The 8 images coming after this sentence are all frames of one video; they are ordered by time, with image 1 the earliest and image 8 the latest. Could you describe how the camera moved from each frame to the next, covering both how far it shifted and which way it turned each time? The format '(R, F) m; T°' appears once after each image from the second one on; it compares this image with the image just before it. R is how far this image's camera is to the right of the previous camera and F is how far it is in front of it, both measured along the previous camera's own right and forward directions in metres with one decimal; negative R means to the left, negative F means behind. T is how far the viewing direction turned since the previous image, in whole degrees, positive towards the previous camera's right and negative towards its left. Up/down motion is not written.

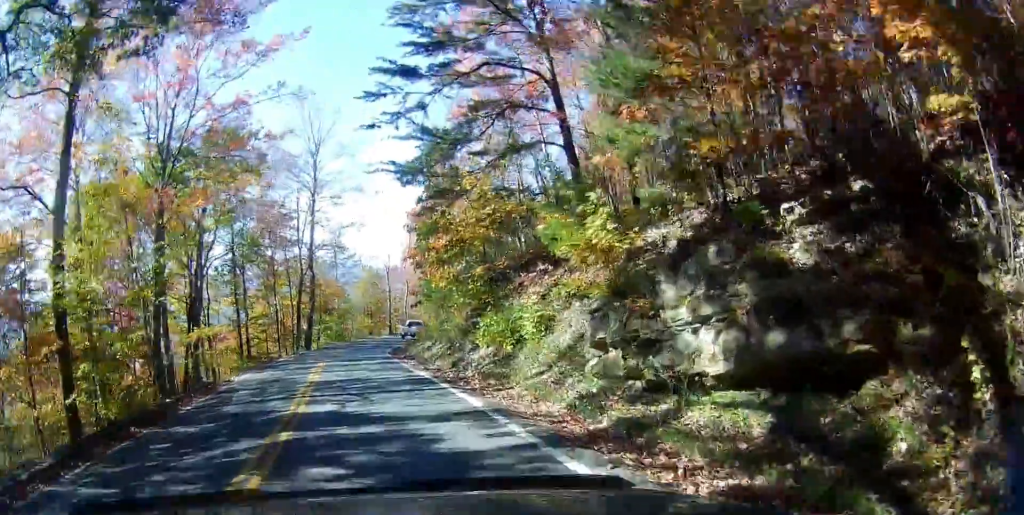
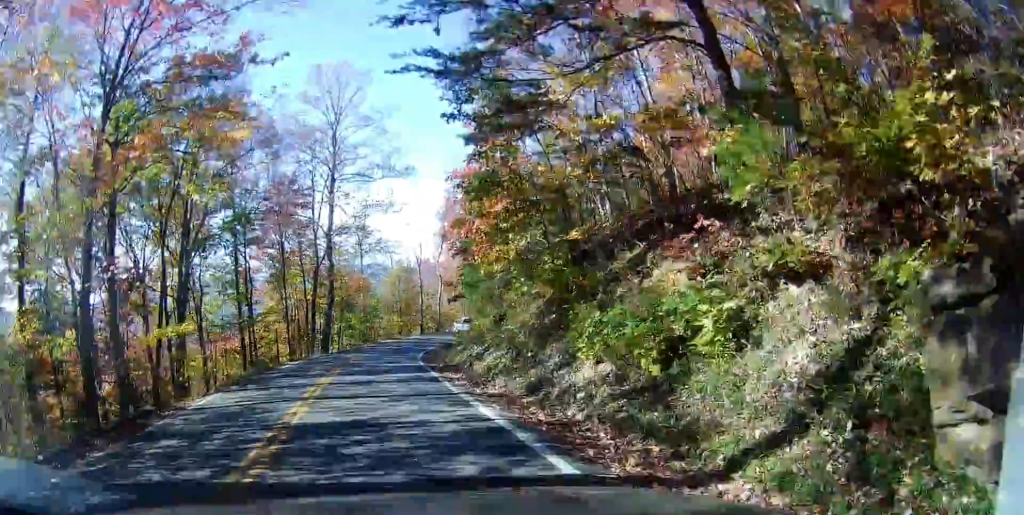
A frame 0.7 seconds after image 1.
(-0.2, +8.3) m; -2°
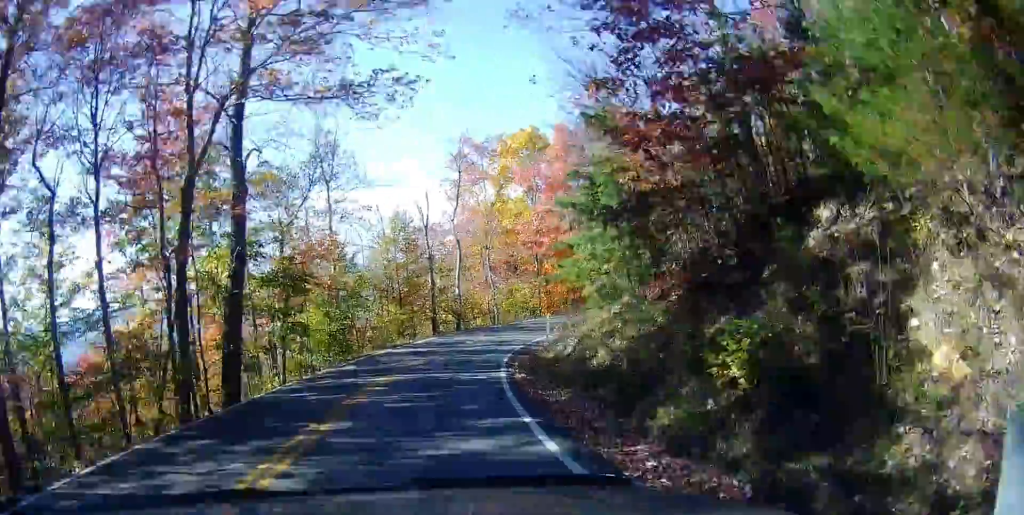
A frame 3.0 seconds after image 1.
(+1.4, +27.3) m; +9°
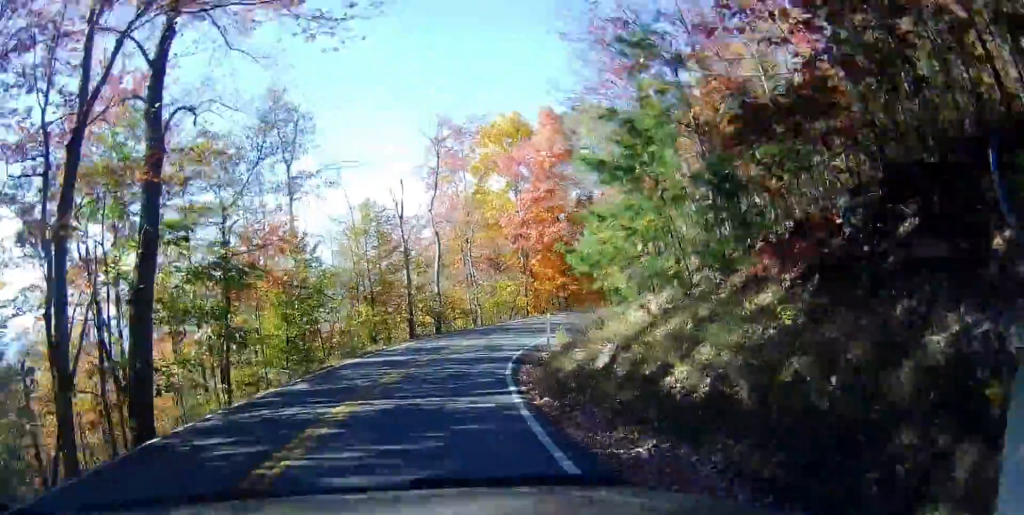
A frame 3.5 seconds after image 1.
(+0.1, +5.1) m; +2°
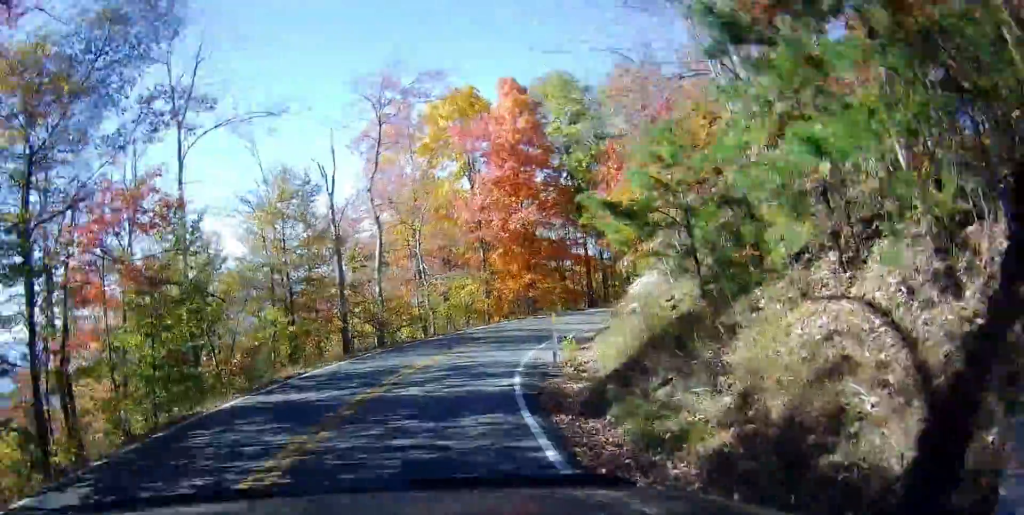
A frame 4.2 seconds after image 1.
(0.0, +9.4) m; +2°
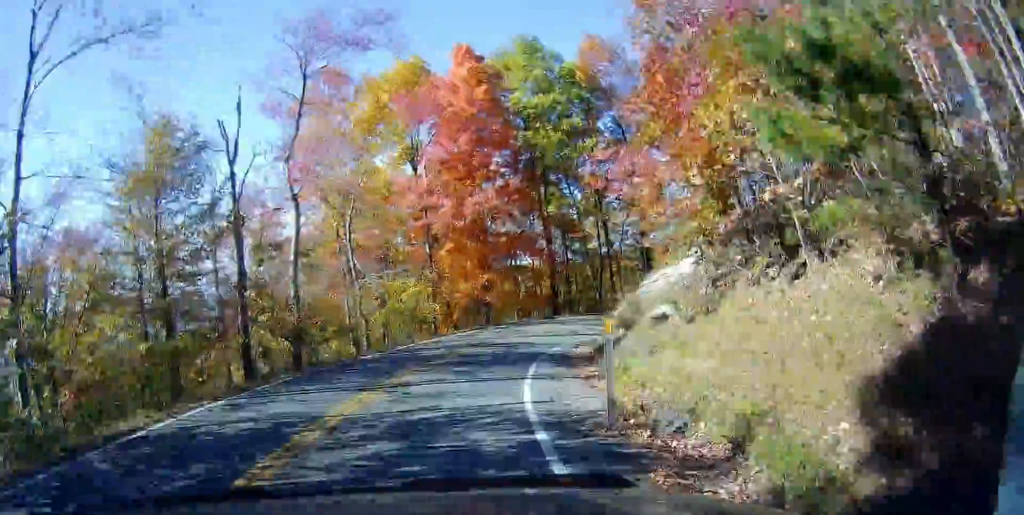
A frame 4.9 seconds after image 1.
(+0.3, +8.2) m; +2°
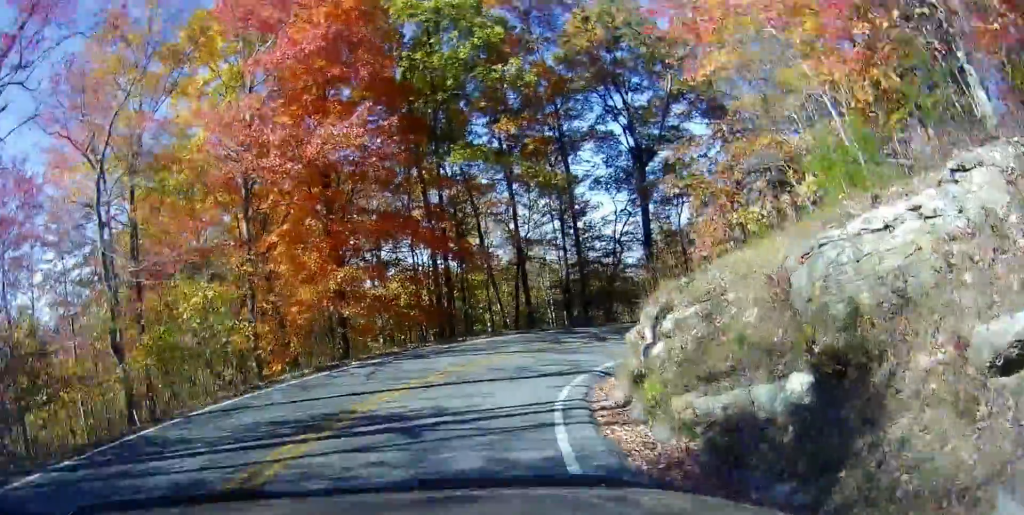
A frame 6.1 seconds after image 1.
(+0.3, +14.5) m; +2°
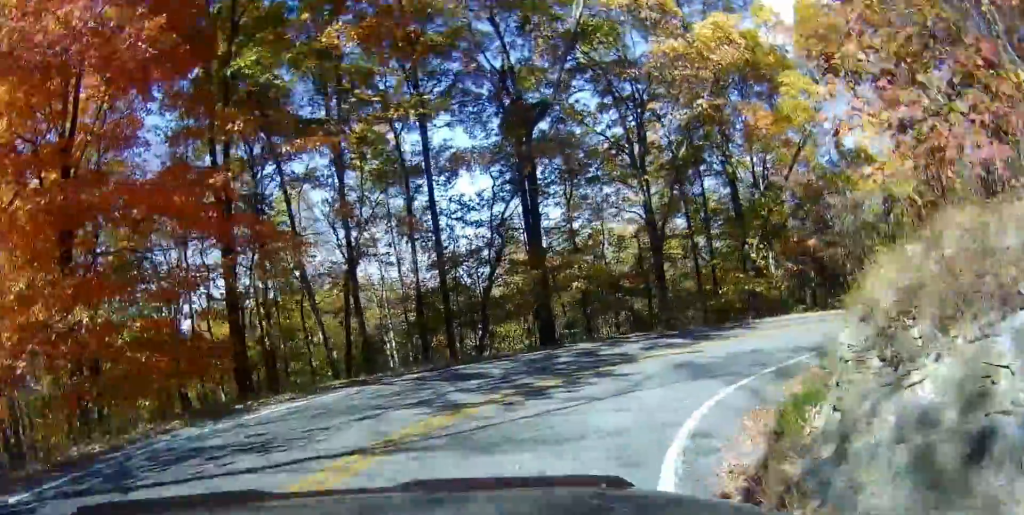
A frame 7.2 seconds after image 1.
(0.0, +11.2) m; +11°
